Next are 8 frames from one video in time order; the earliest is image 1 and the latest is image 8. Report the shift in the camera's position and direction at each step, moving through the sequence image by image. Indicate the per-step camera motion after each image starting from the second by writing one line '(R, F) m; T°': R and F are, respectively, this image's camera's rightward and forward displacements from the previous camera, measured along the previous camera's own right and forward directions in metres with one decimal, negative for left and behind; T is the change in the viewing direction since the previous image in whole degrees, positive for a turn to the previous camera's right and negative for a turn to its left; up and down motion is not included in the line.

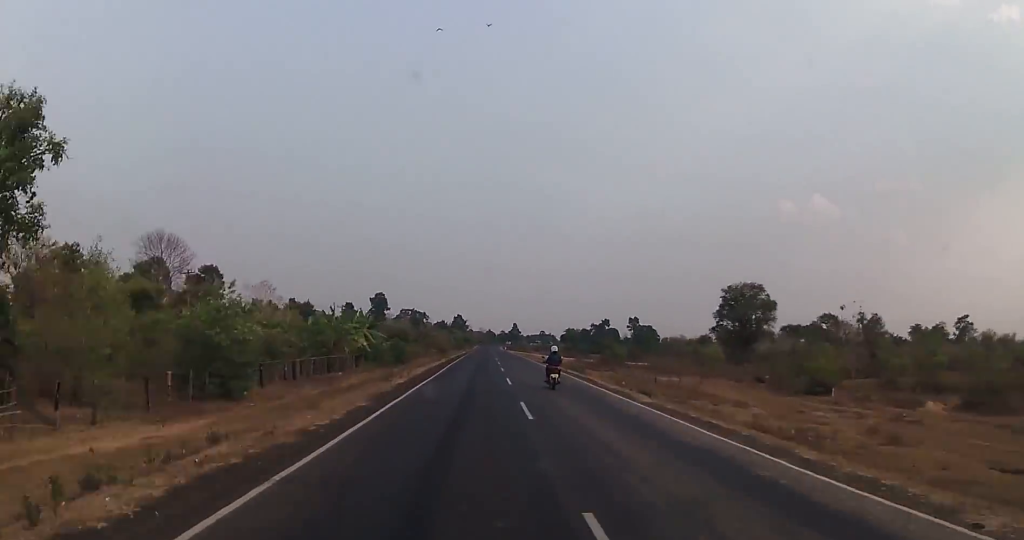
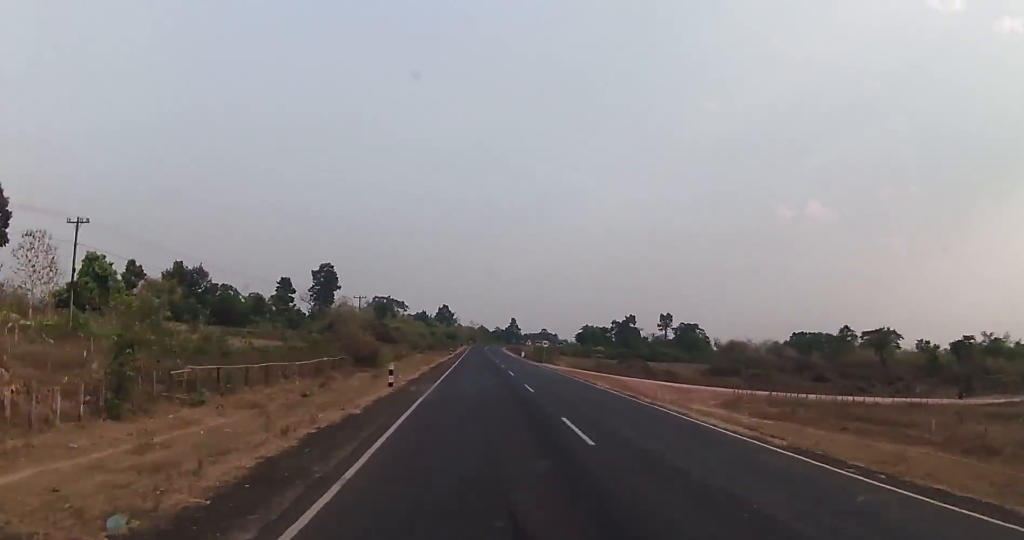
(-0.2, +110.9) m; +1°
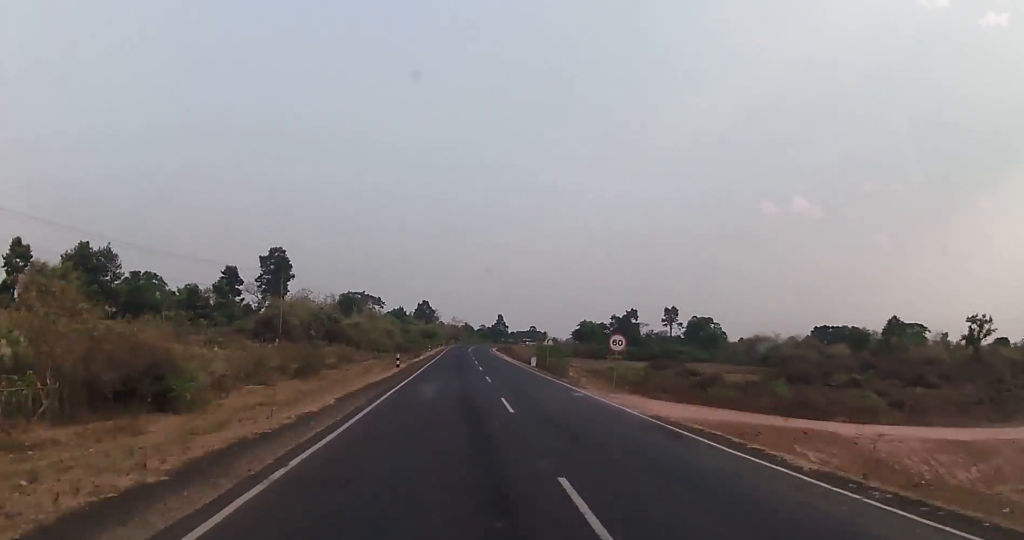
(+0.4, +42.2) m; +1°
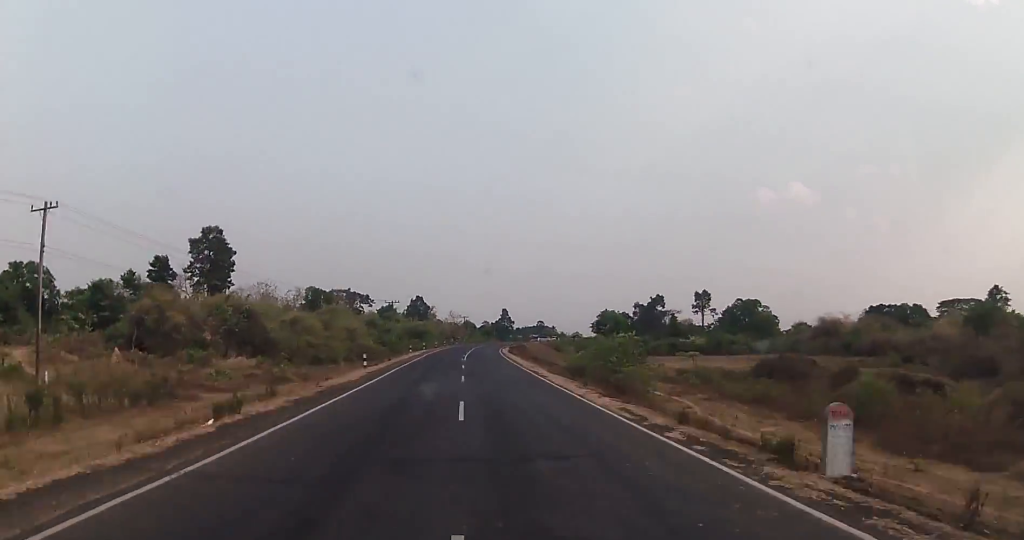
(+0.5, +49.0) m; +1°
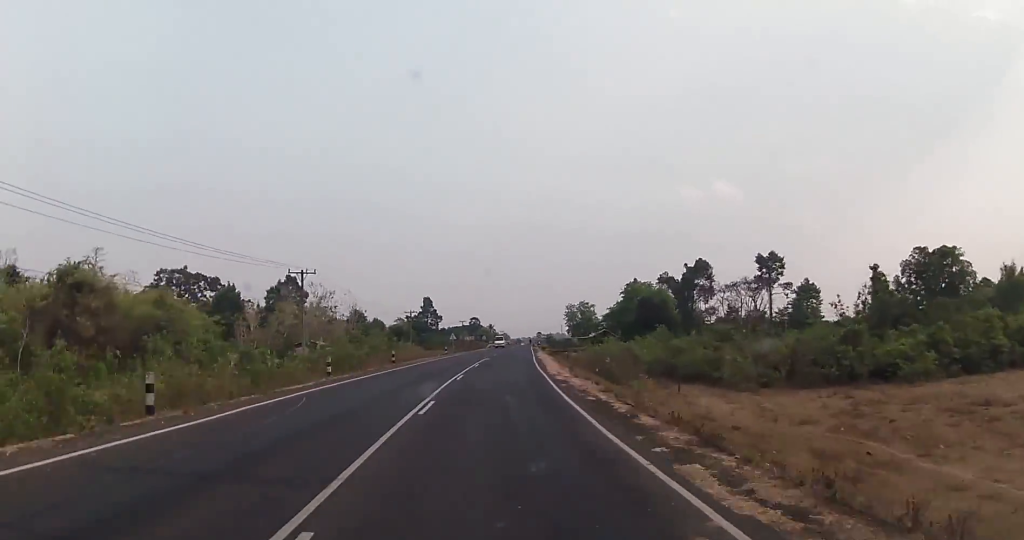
(+4.3, +134.7) m; +6°
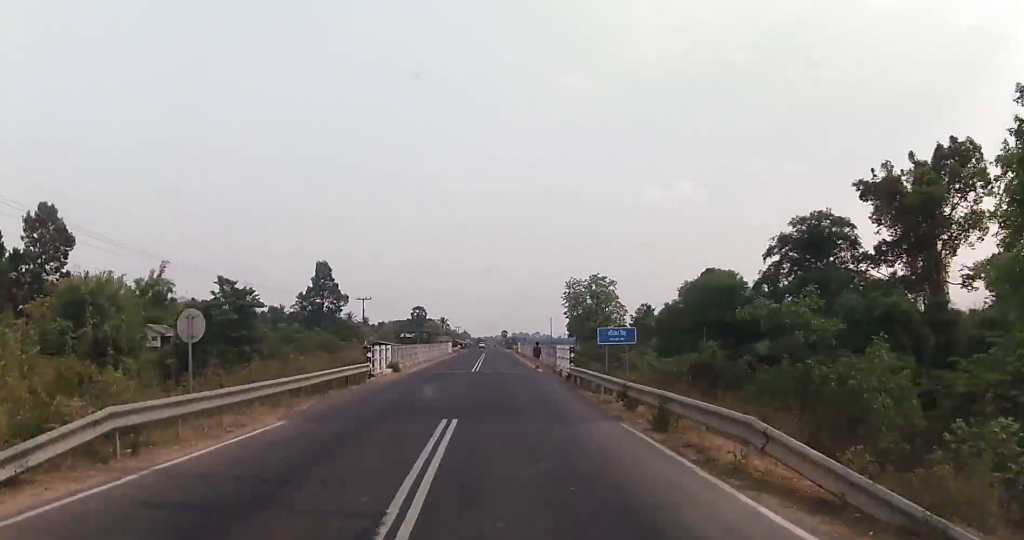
(+7.4, +119.3) m; +4°
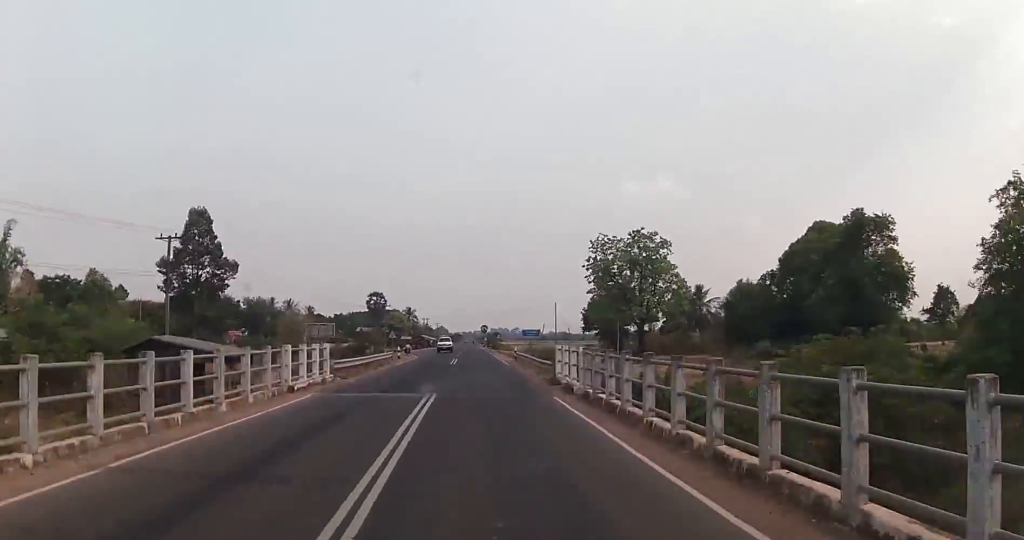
(+0.3, +66.0) m; 0°
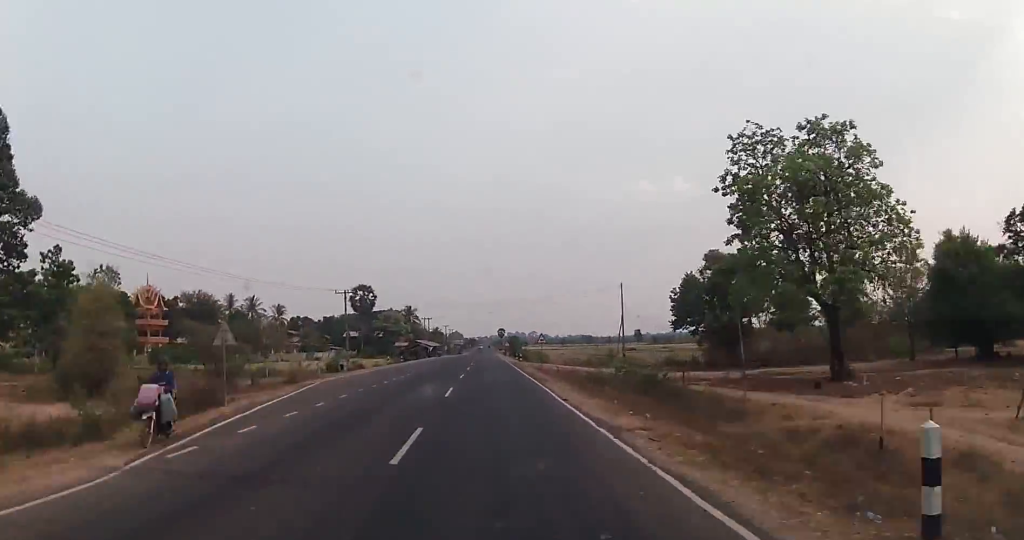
(0.0, +54.0) m; 0°
